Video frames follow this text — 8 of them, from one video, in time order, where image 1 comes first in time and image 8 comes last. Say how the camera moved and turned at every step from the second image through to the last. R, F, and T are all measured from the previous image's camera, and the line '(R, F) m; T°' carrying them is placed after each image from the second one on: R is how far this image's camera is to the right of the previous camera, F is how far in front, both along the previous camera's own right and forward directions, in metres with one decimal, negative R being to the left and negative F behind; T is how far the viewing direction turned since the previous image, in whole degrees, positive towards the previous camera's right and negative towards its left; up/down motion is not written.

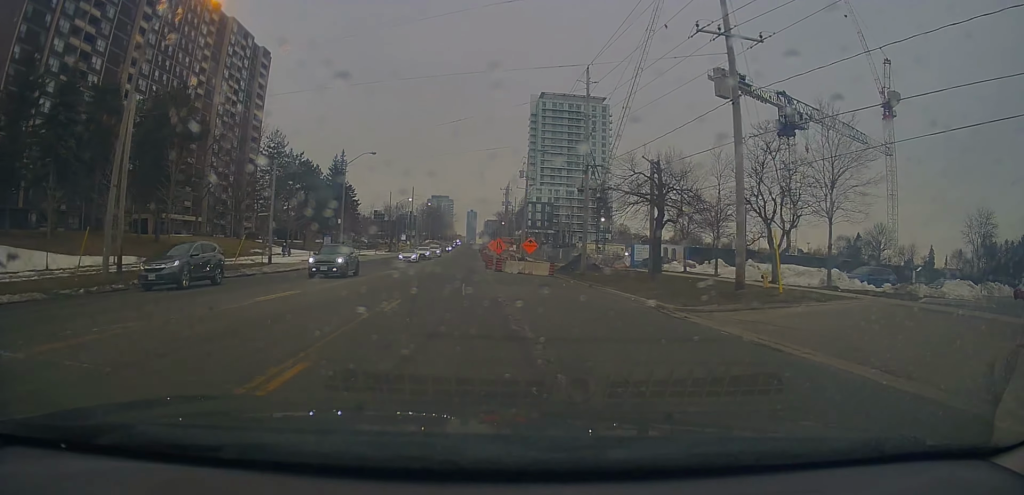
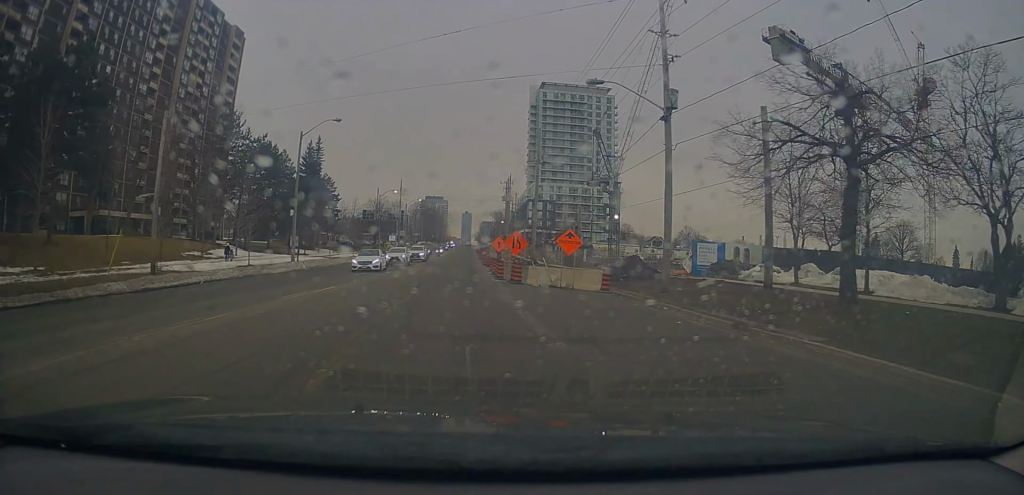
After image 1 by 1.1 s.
(+0.2, +16.2) m; 0°
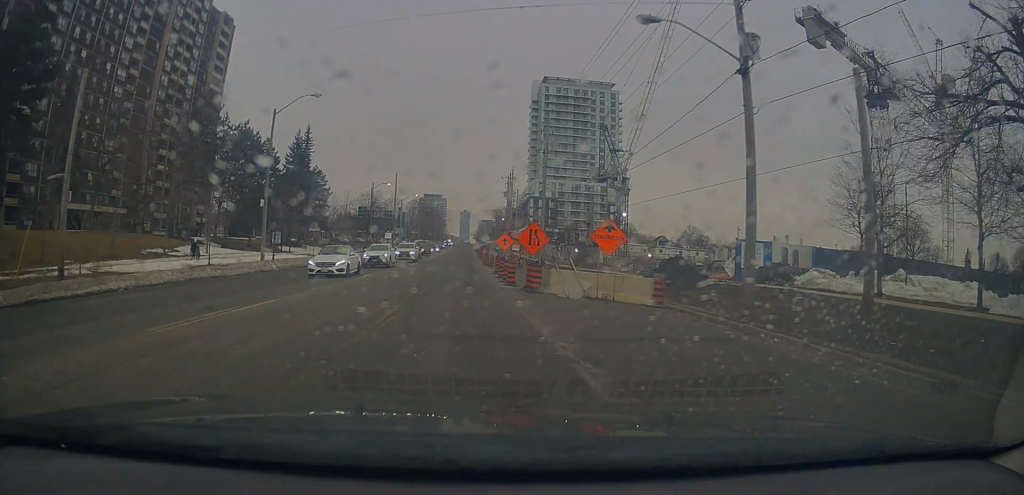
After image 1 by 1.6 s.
(+0.1, +6.8) m; 0°
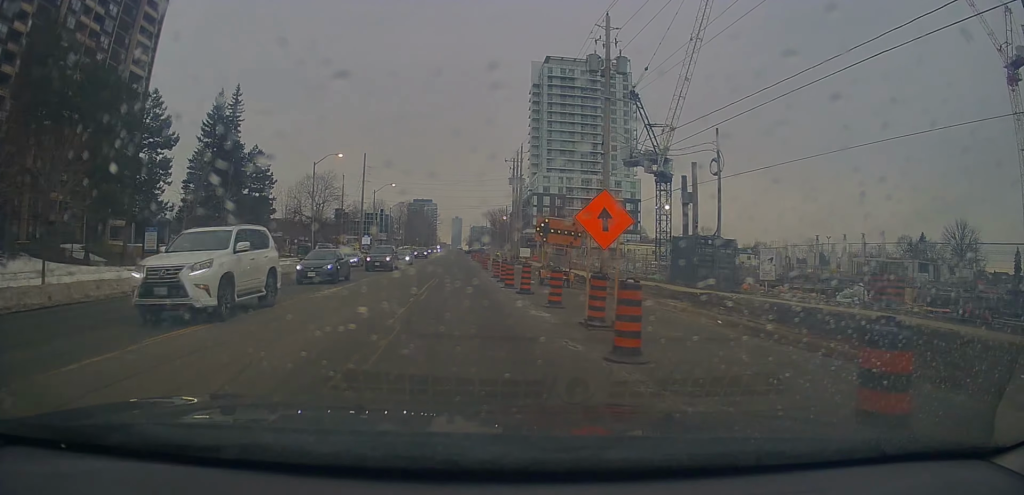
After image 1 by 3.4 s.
(+0.1, +27.9) m; +2°
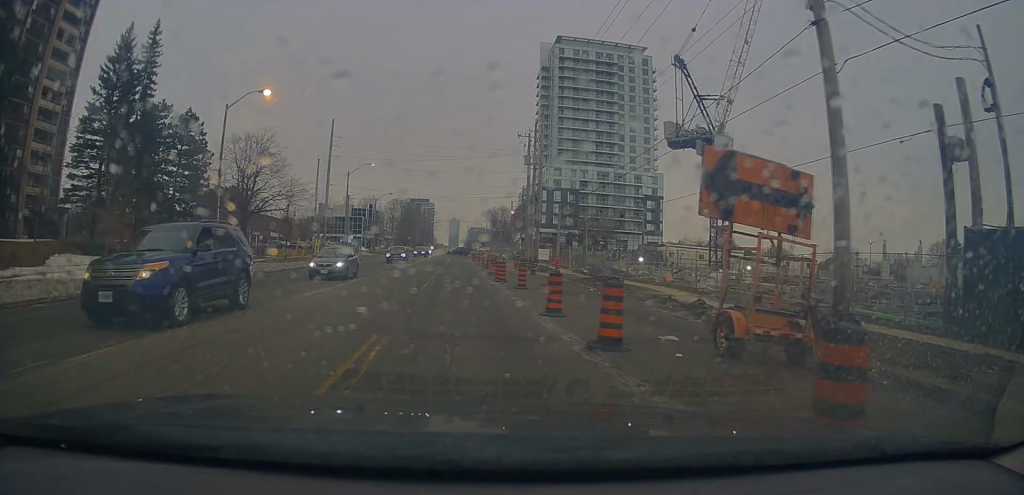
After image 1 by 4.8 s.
(0.0, +20.3) m; 0°
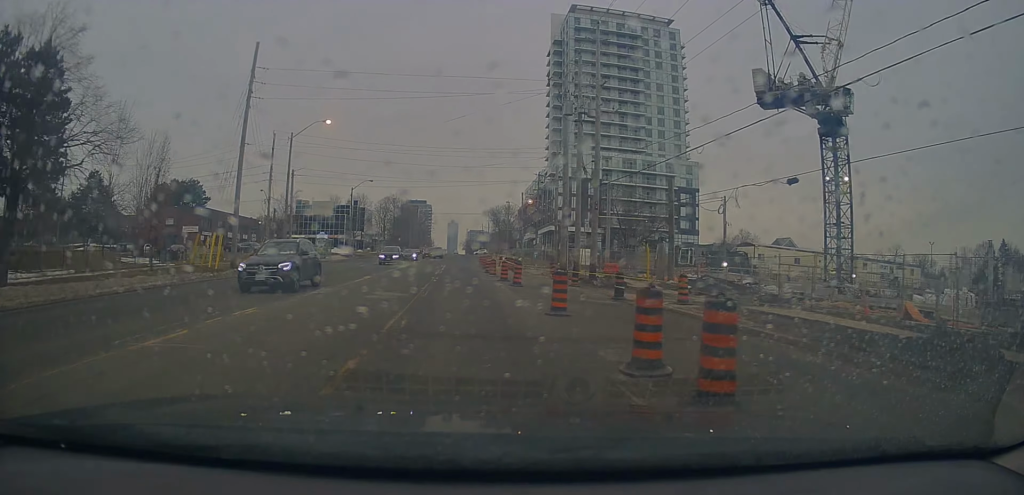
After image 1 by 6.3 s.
(-0.6, +24.3) m; -1°
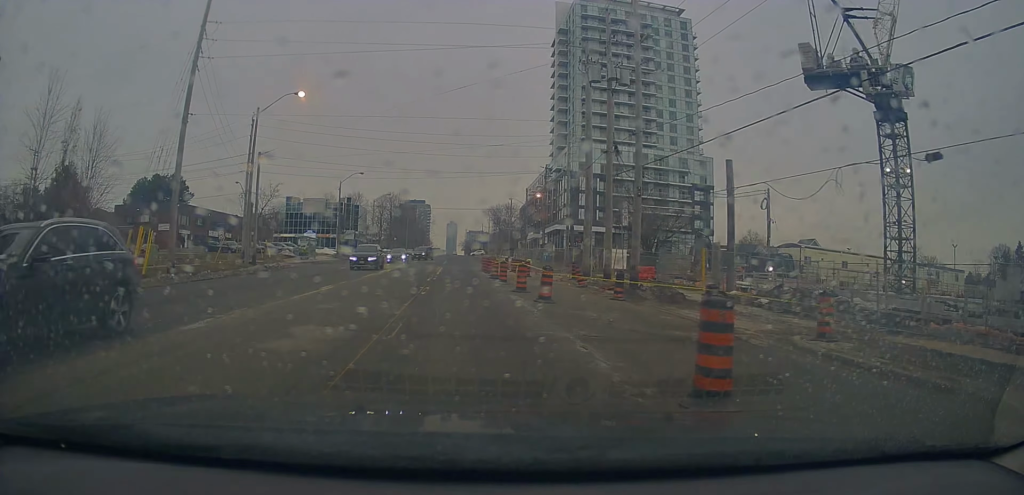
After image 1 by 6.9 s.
(+0.3, +8.2) m; +1°
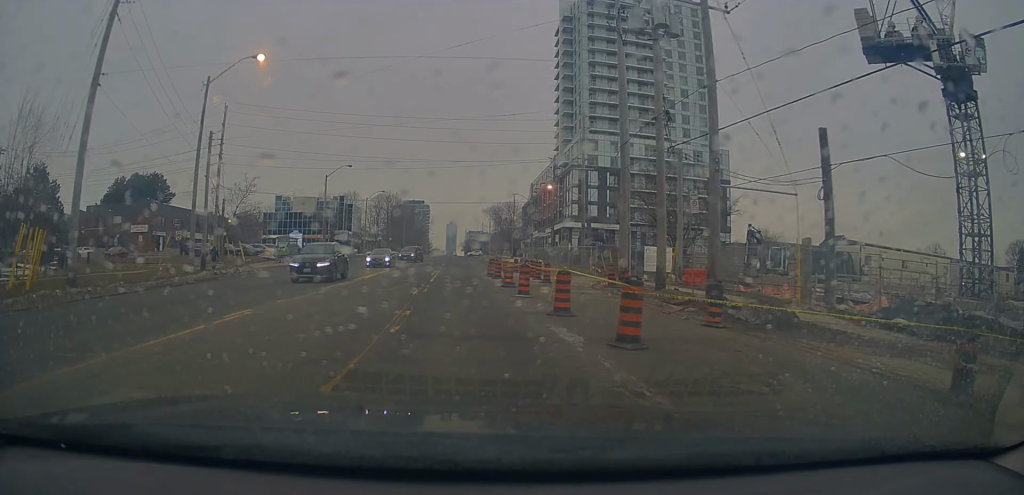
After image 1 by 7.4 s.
(+0.2, +8.1) m; +1°
